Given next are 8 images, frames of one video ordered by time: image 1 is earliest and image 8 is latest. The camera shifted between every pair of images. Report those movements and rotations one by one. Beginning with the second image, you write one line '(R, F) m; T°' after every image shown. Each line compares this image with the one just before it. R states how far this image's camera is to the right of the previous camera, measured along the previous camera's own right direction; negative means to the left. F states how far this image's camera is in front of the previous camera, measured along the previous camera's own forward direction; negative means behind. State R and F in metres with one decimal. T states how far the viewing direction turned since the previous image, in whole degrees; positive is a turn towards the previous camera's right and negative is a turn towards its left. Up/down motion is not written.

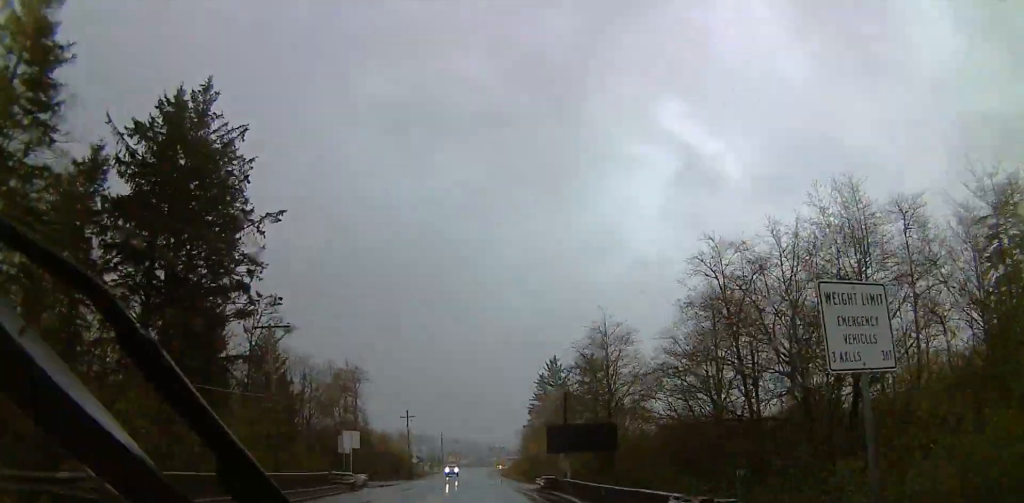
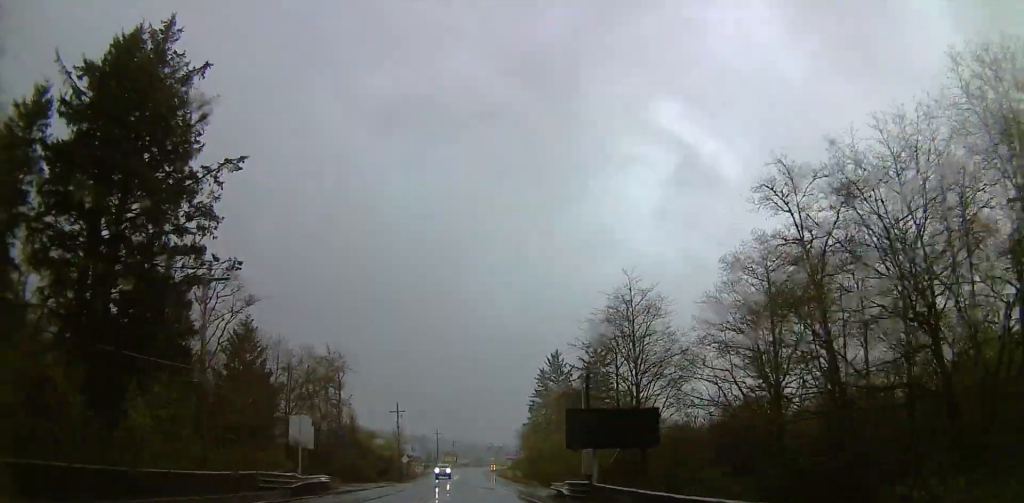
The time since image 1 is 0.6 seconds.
(+0.3, +9.7) m; 0°
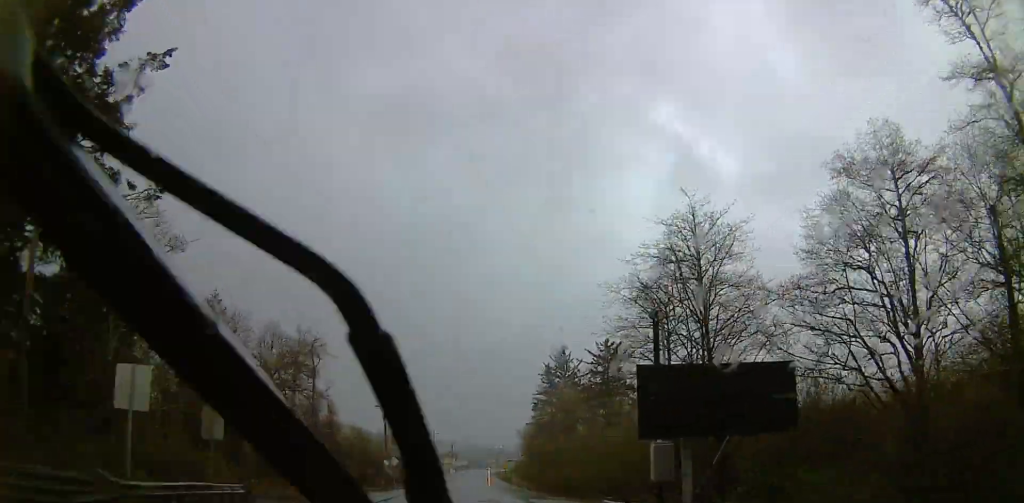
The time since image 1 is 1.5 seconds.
(-0.2, +13.3) m; -2°
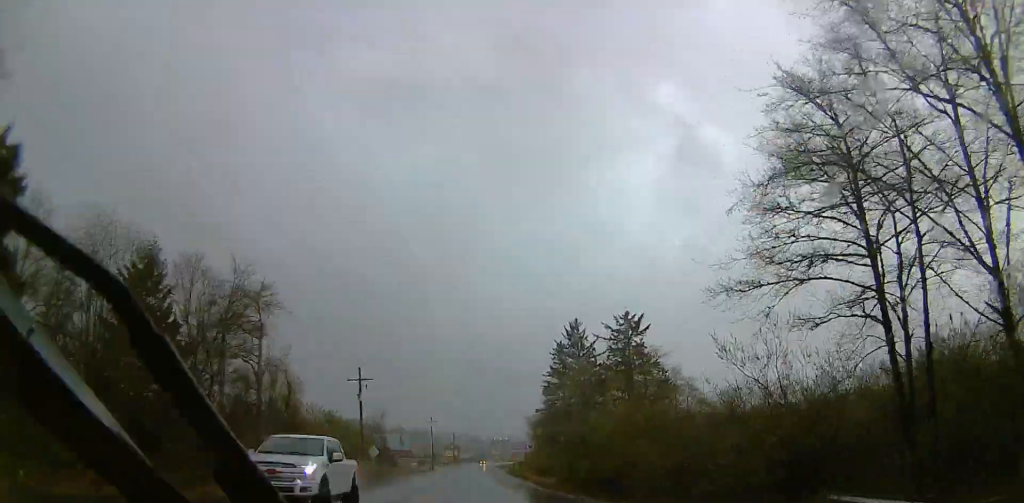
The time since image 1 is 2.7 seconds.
(-0.7, +18.9) m; +2°
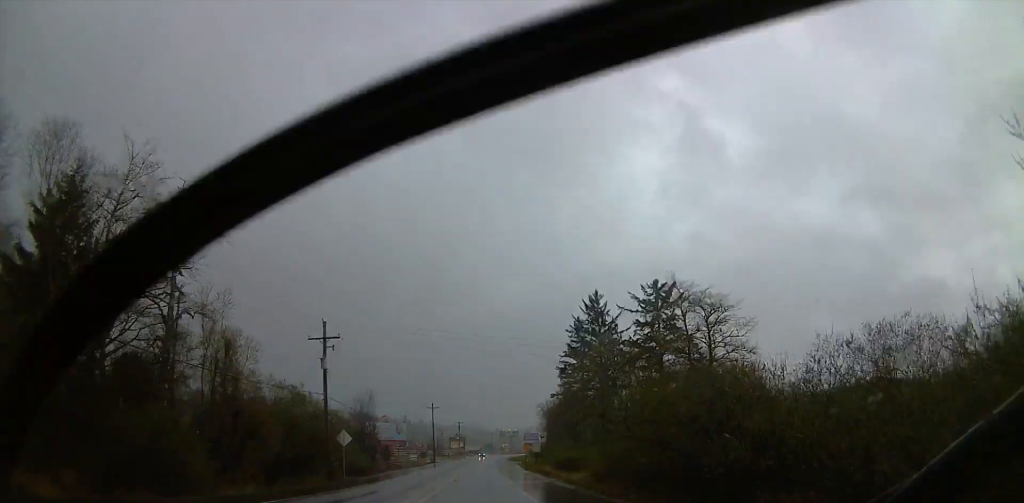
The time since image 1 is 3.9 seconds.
(+1.4, +17.5) m; +2°
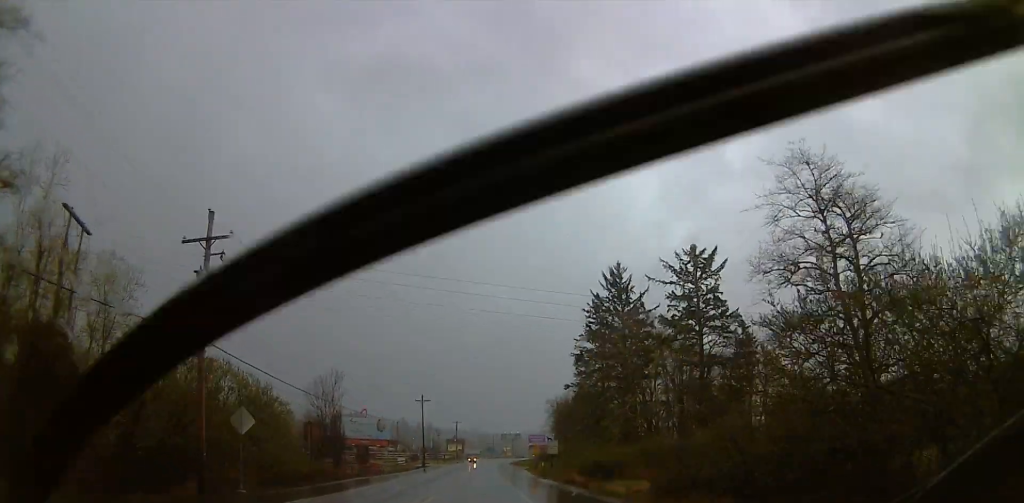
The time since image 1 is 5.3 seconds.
(-1.8, +21.7) m; -5°
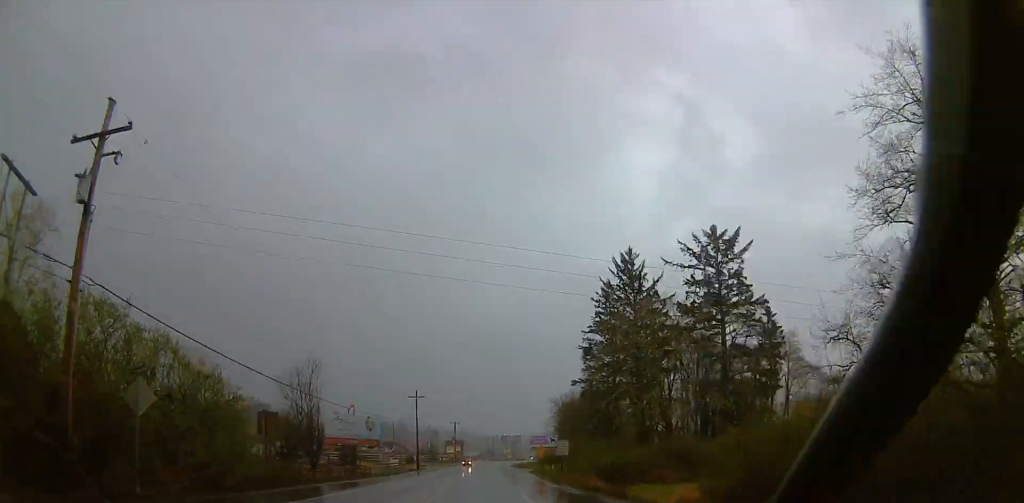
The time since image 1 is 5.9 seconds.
(-0.3, +9.2) m; 0°
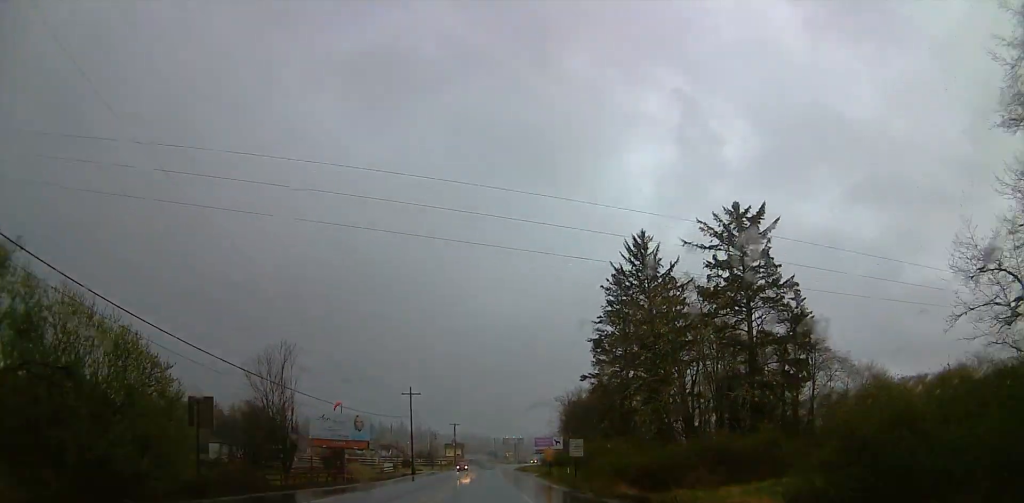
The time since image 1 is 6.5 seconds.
(+0.3, +8.6) m; +2°
